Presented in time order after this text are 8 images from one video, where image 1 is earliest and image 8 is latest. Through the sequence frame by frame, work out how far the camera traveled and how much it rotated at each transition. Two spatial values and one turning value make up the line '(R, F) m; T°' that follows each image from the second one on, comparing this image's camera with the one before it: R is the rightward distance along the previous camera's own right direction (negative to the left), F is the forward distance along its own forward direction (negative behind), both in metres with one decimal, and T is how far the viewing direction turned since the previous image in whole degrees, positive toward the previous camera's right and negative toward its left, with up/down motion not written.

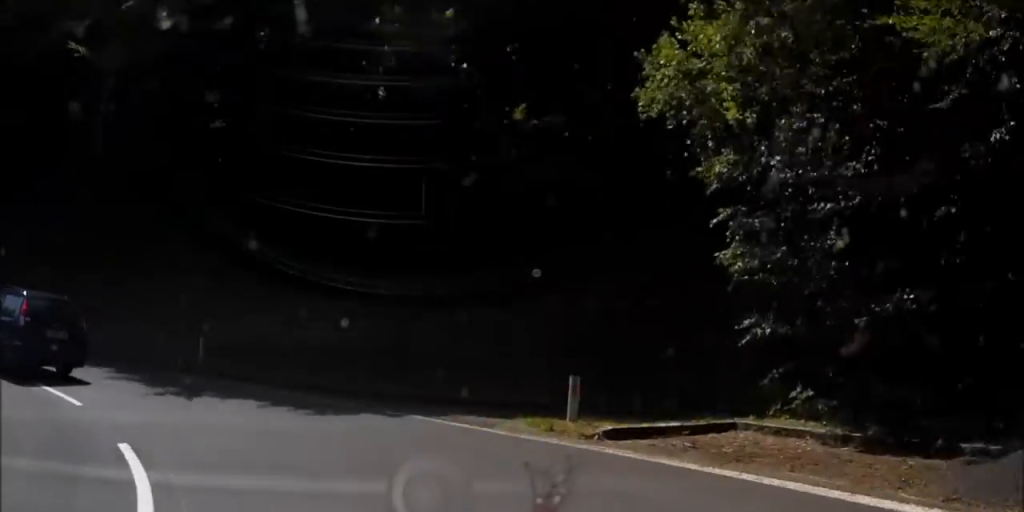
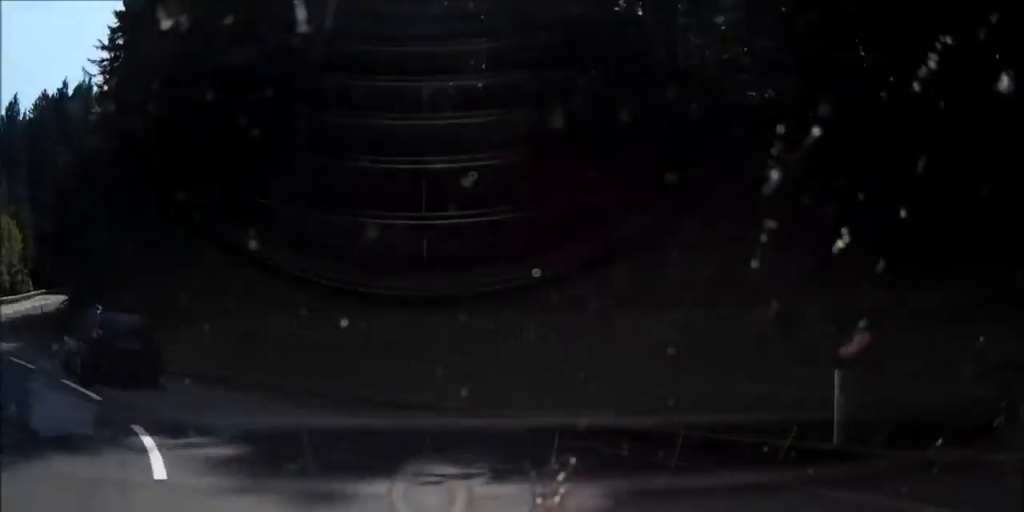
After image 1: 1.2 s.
(-2.8, +9.8) m; -33°
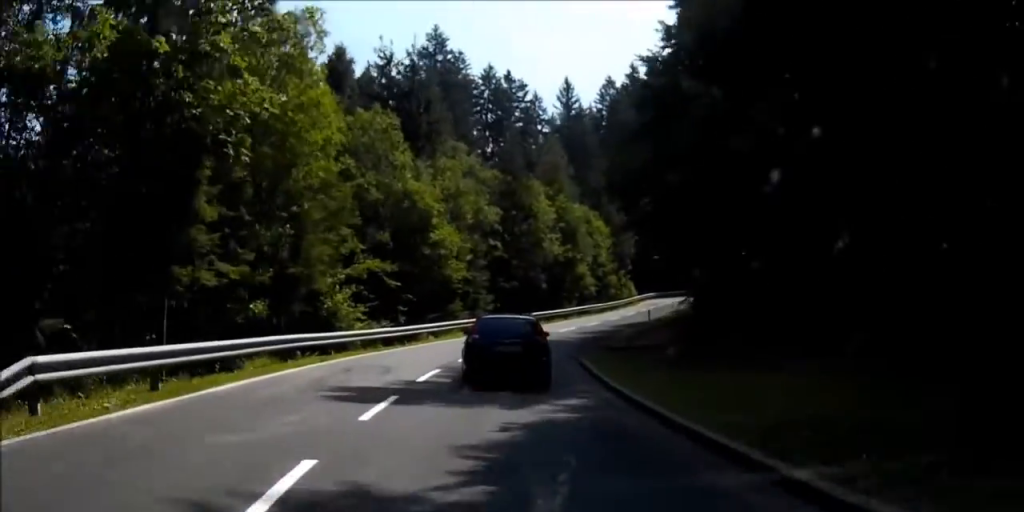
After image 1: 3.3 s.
(-5.4, +18.9) m; -12°
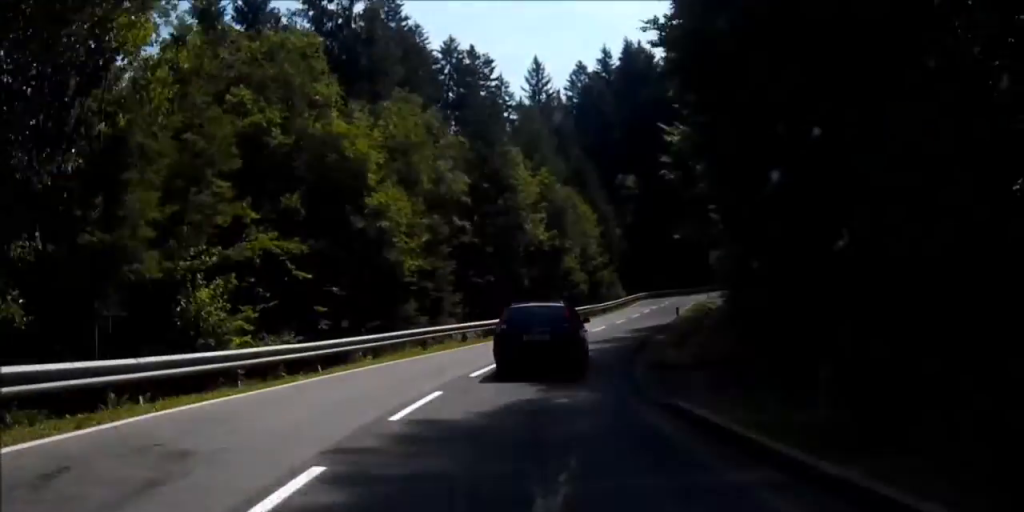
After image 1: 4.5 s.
(+0.6, +11.8) m; +7°
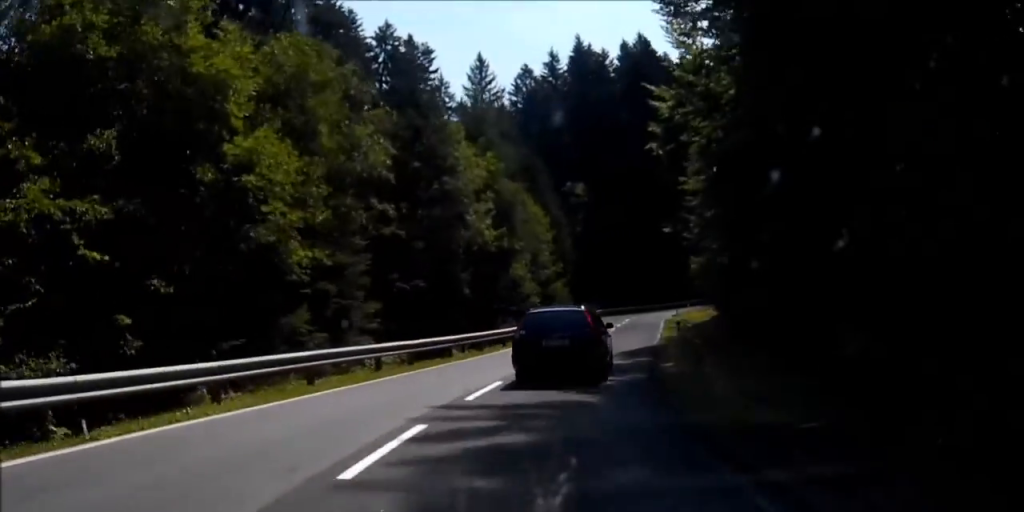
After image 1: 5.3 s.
(-0.1, +8.5) m; +5°
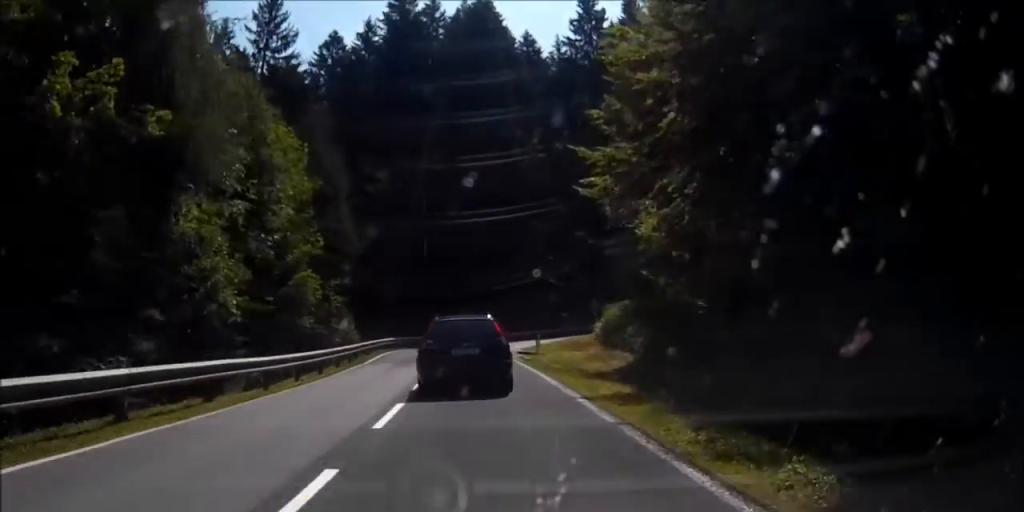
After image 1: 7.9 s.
(+3.3, +24.8) m; +9°
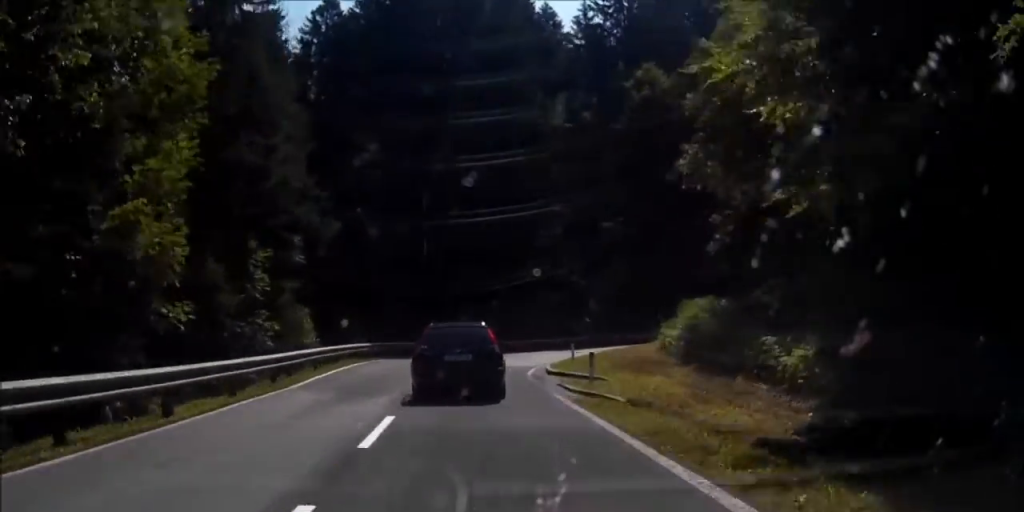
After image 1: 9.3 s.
(+0.1, +12.4) m; +2°
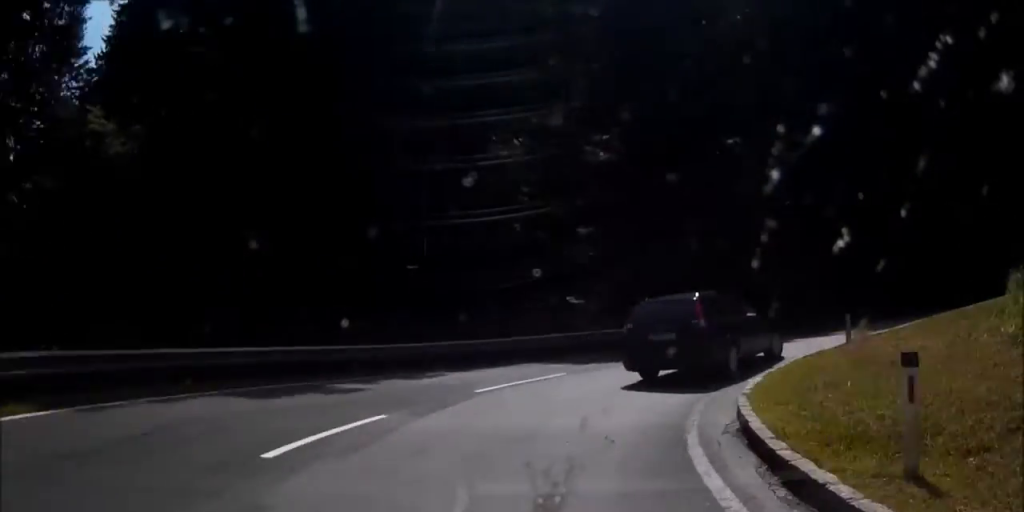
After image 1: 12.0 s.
(+3.3, +22.2) m; +33°
